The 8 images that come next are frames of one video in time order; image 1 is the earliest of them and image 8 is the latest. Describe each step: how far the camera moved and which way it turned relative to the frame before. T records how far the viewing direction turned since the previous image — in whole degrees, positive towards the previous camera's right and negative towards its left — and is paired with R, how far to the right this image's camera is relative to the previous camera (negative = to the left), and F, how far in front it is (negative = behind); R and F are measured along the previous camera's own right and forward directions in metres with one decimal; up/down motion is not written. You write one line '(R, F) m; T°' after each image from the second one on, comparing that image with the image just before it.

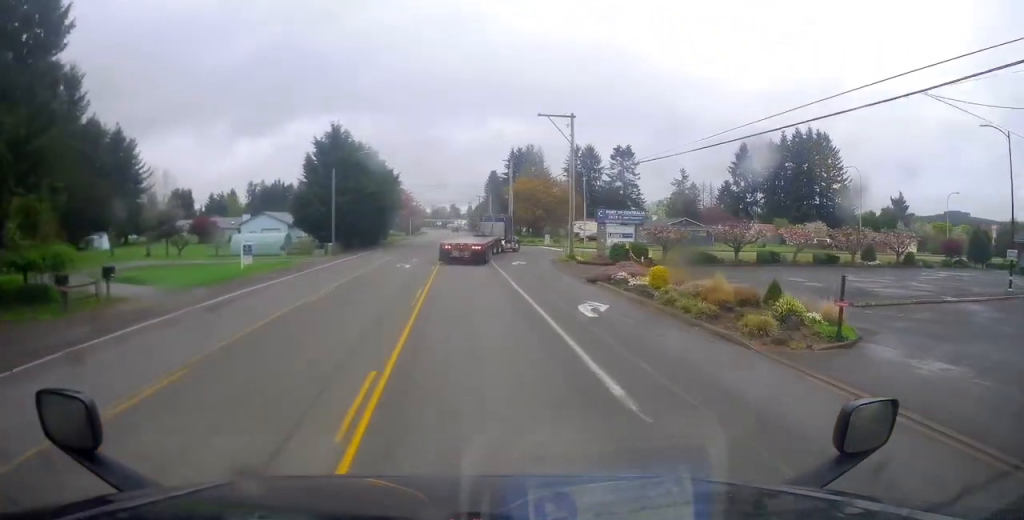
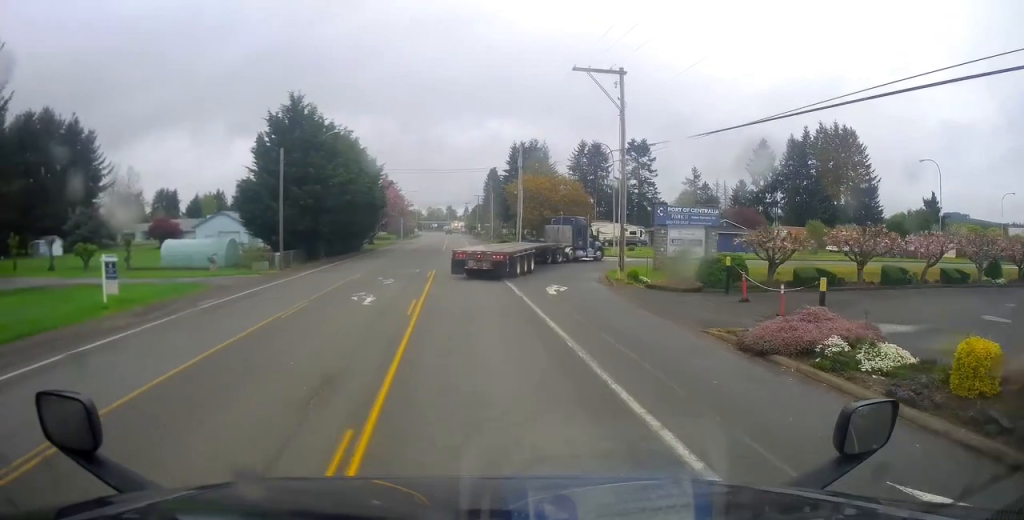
(+0.4, +15.2) m; +1°
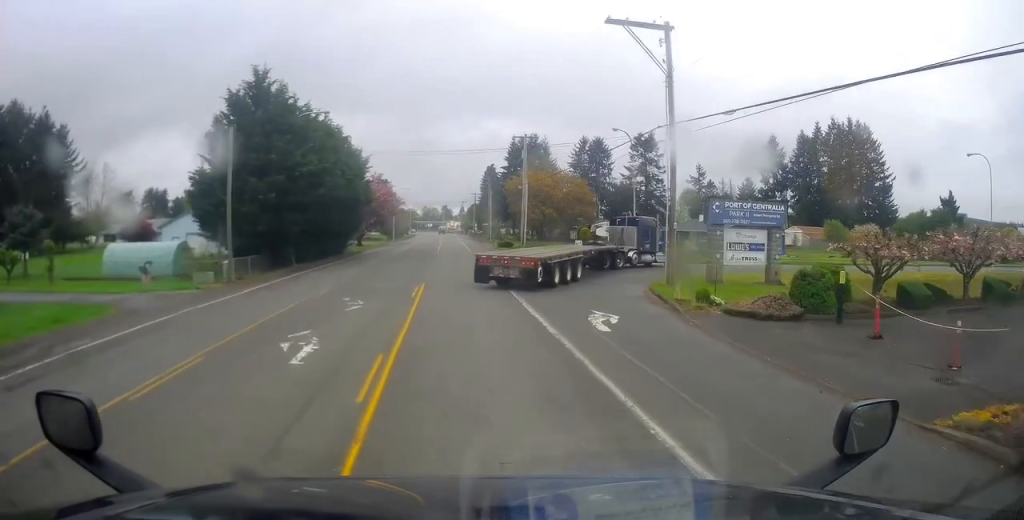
(-0.1, +8.4) m; +1°
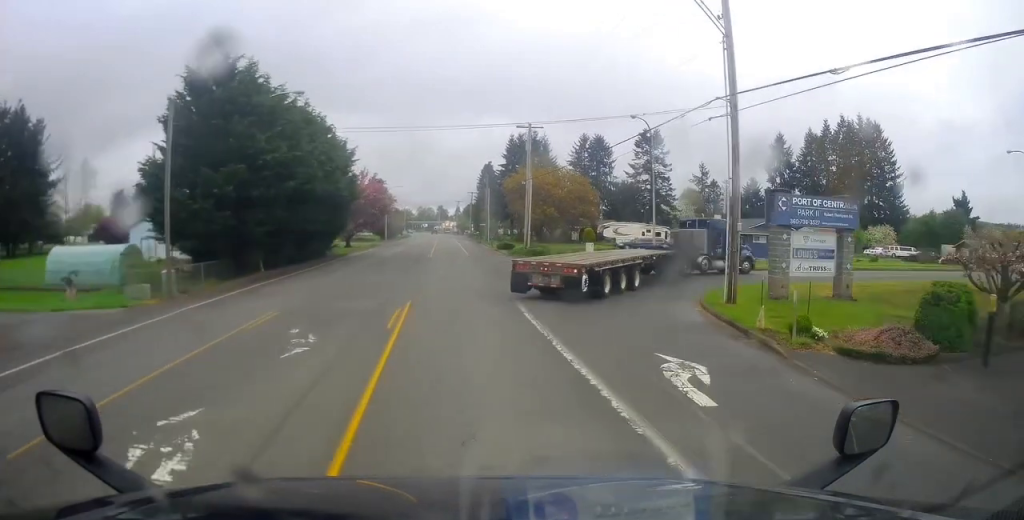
(+0.2, +6.6) m; +2°
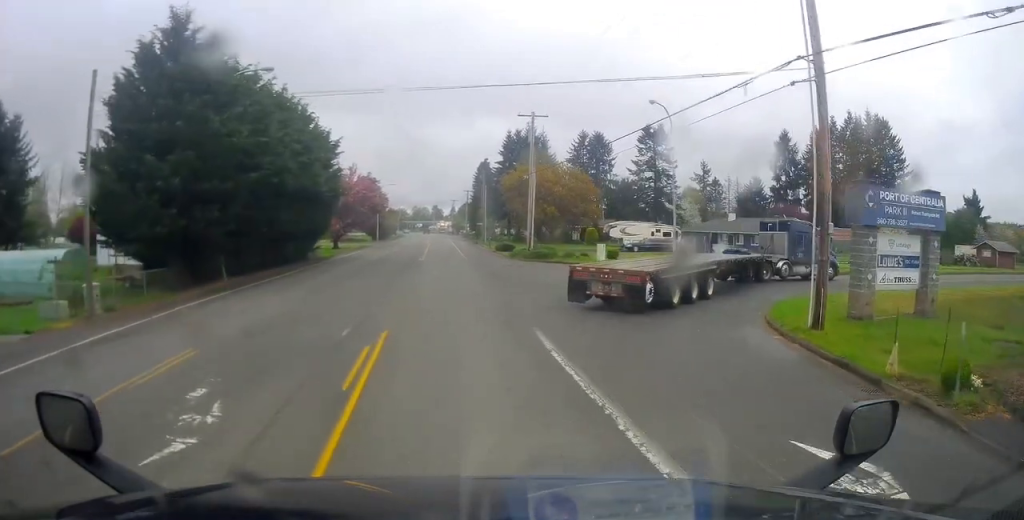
(0.0, +5.4) m; +3°
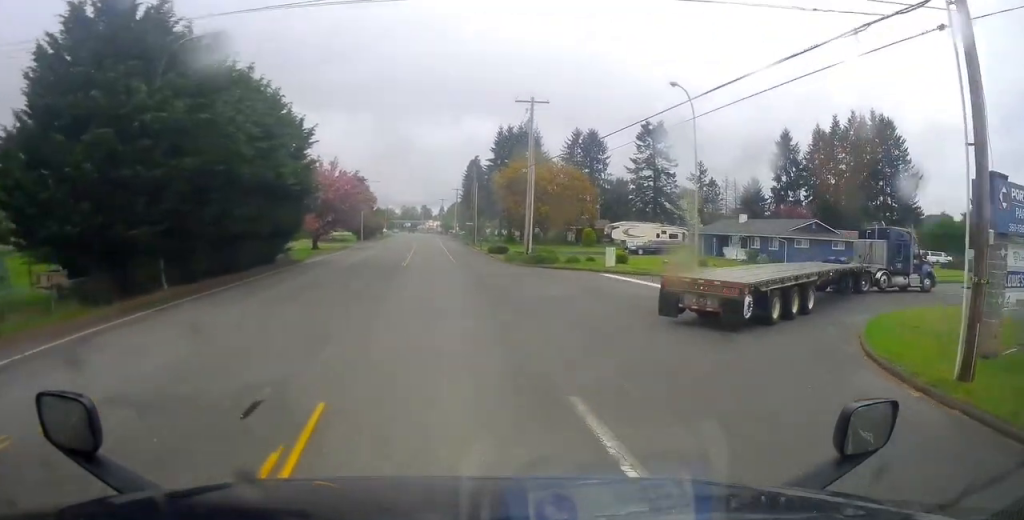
(+0.1, +6.0) m; +3°
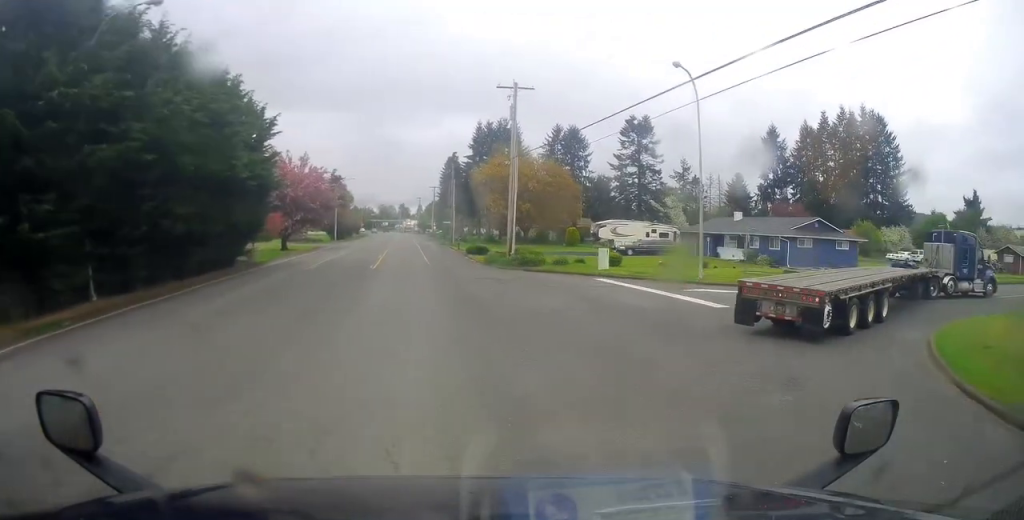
(+0.4, +4.2) m; +2°
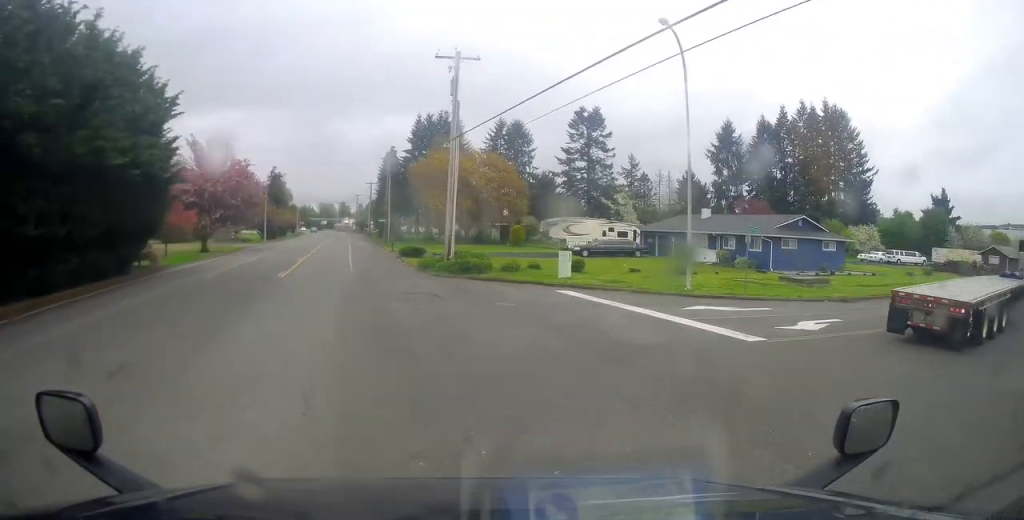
(-0.1, +6.9) m; +1°
